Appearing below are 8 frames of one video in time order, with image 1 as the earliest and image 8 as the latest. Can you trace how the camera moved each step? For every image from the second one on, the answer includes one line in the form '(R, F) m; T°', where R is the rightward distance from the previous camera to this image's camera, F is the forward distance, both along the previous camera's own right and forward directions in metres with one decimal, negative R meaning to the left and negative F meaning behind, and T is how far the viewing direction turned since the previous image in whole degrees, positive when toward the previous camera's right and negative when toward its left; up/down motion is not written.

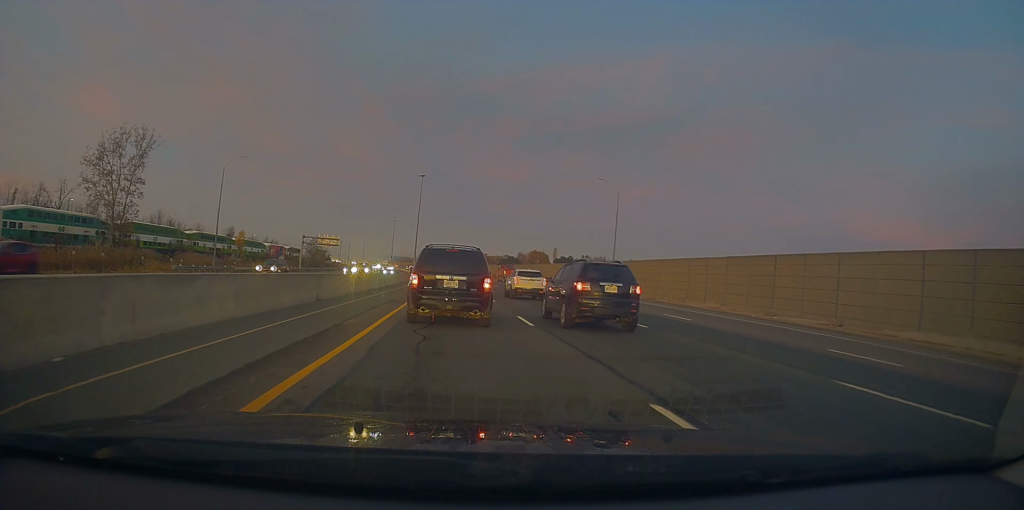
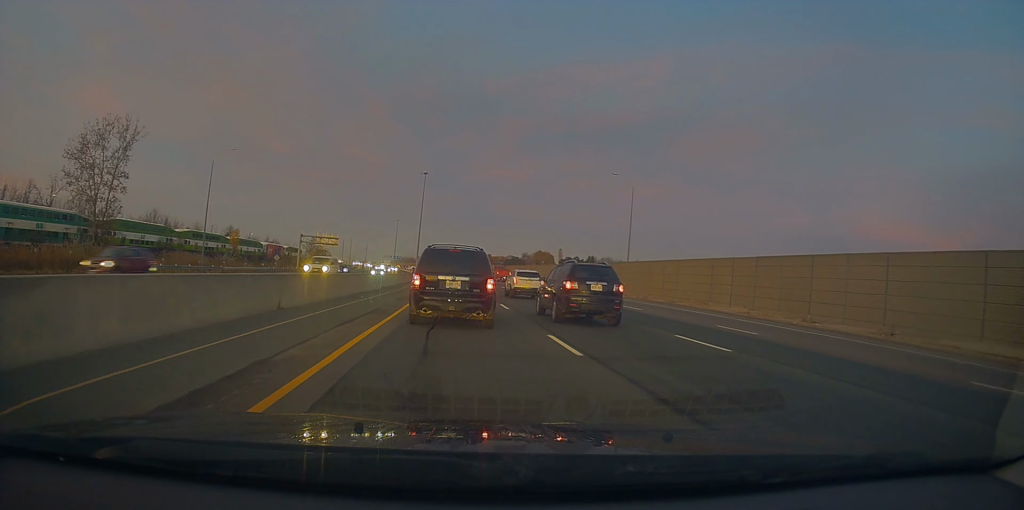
(+0.2, +5.4) m; -1°
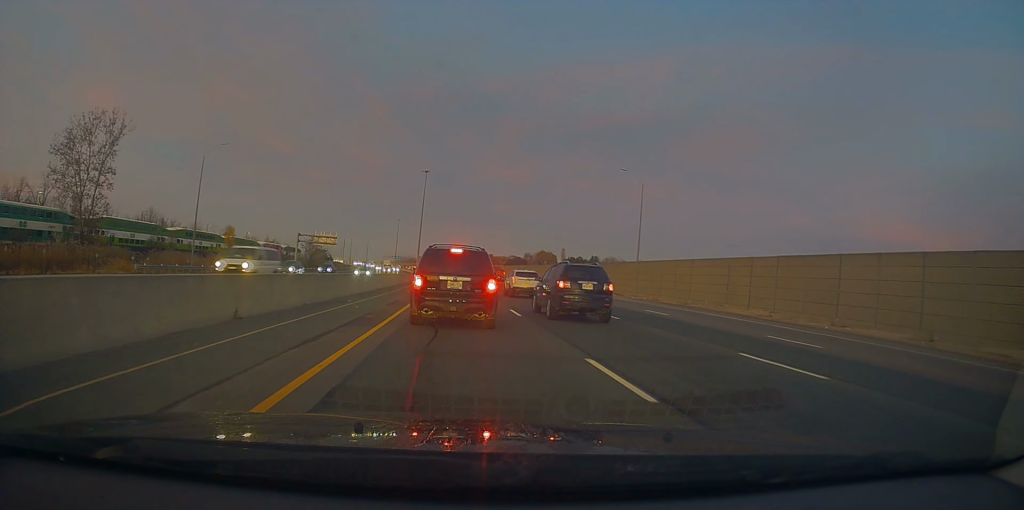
(+0.1, +3.8) m; -1°
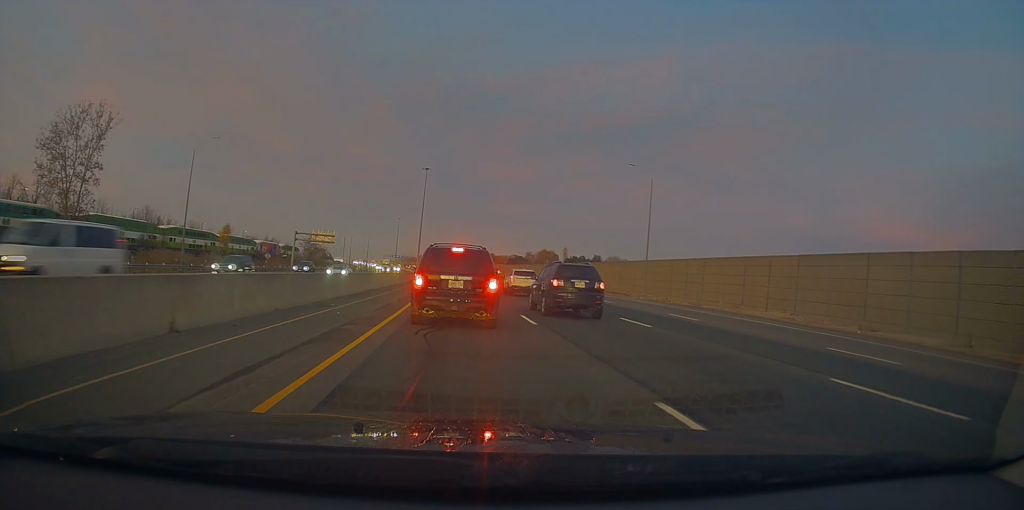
(-0.2, +3.3) m; -1°
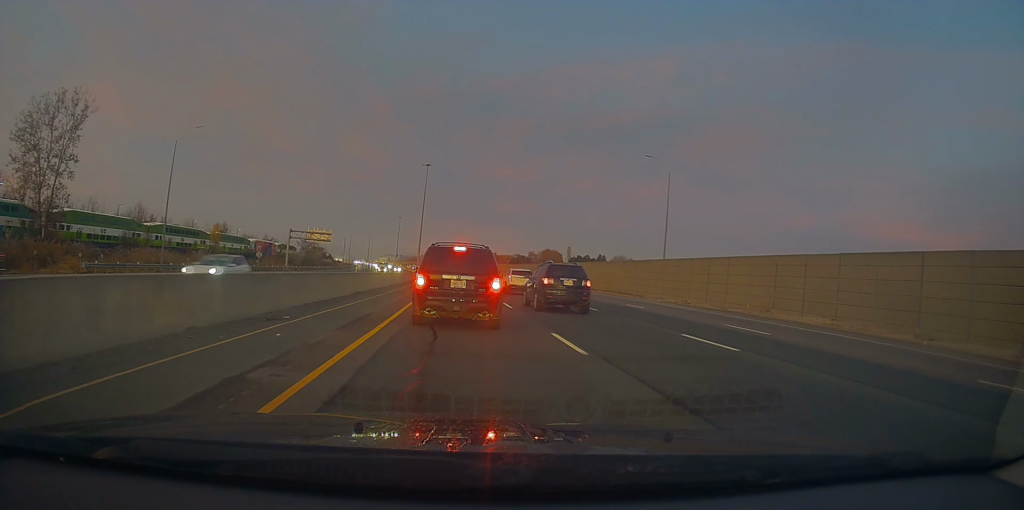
(-0.1, +5.5) m; -1°
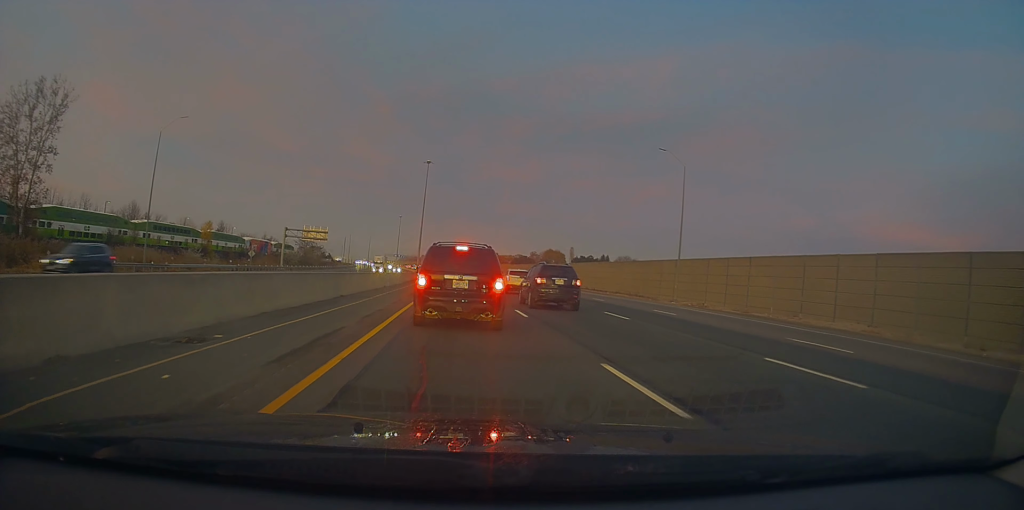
(+0.1, +4.1) m; +1°
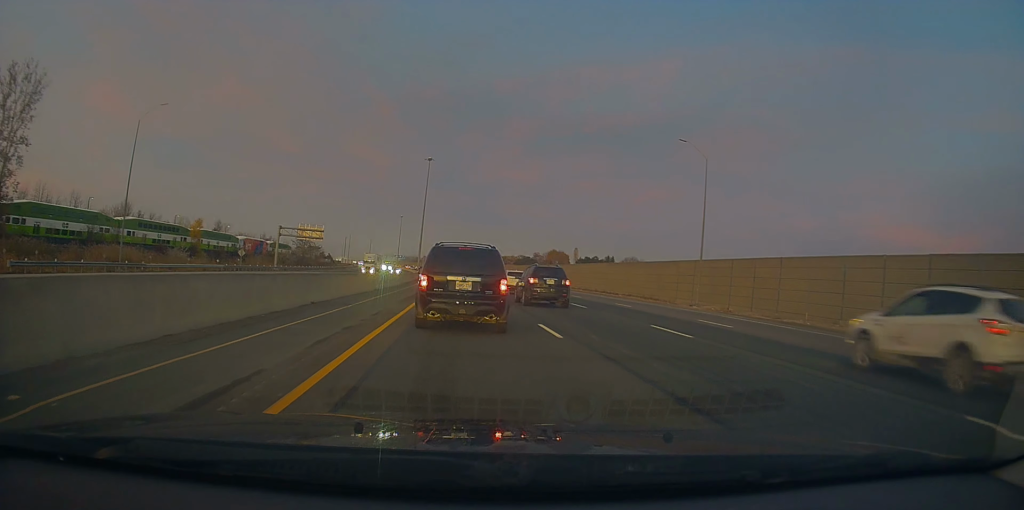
(0.0, +5.4) m; +1°
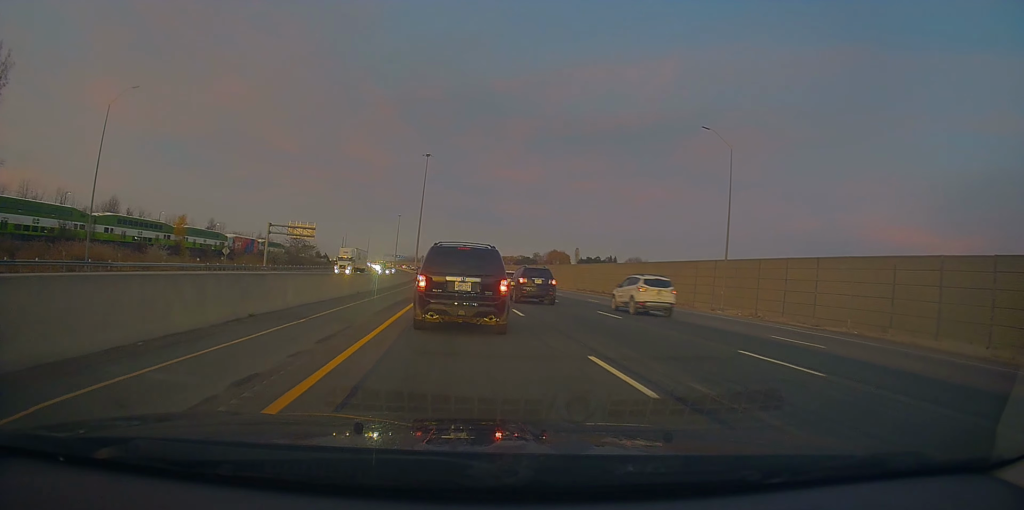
(+0.1, +5.8) m; +1°
